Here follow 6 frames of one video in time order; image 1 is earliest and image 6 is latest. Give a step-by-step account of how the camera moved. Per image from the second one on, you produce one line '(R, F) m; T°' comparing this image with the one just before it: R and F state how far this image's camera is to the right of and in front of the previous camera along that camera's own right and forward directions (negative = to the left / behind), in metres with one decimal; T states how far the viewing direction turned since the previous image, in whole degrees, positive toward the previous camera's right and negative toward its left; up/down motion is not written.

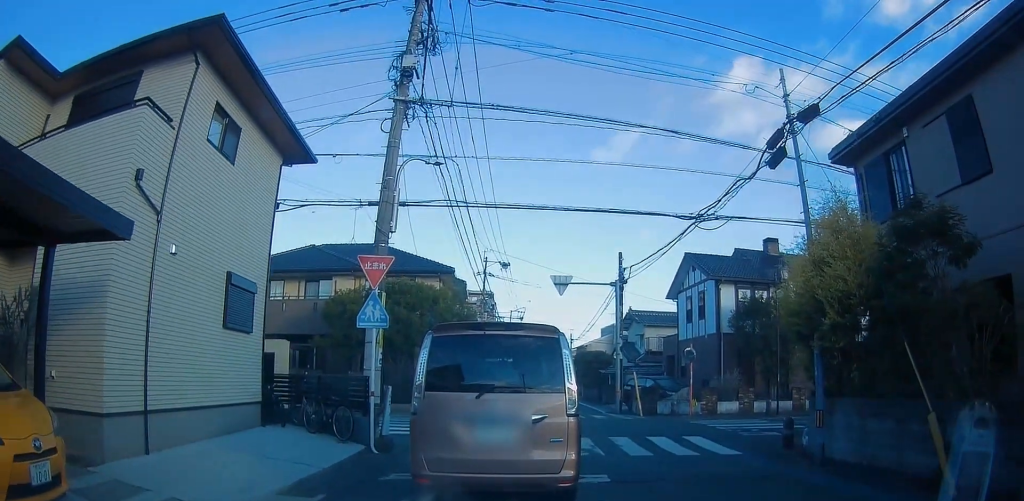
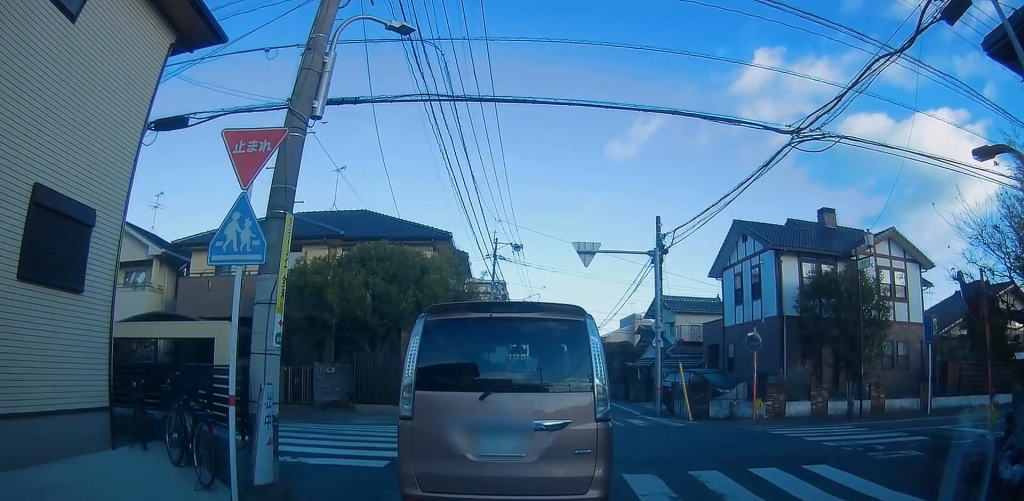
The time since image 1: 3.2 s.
(-0.2, +9.4) m; -6°
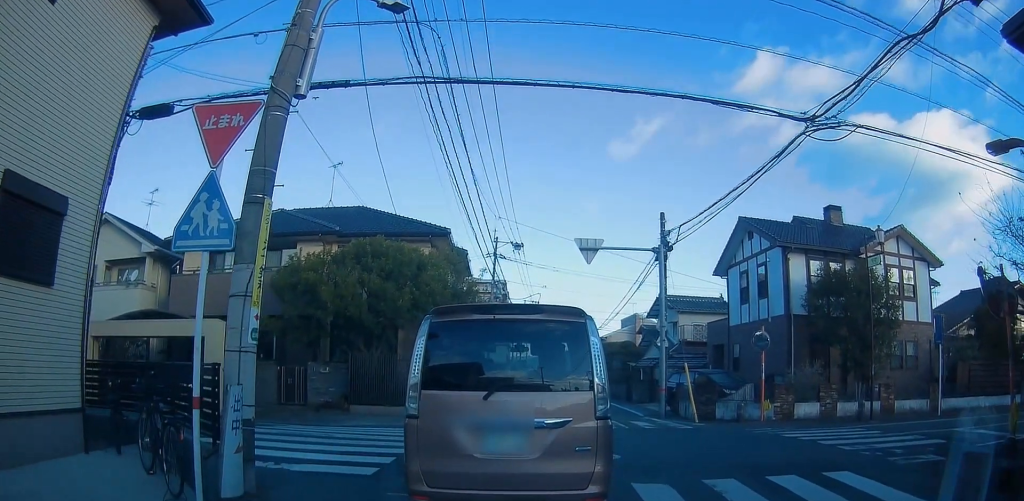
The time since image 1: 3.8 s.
(0.0, +2.0) m; -1°
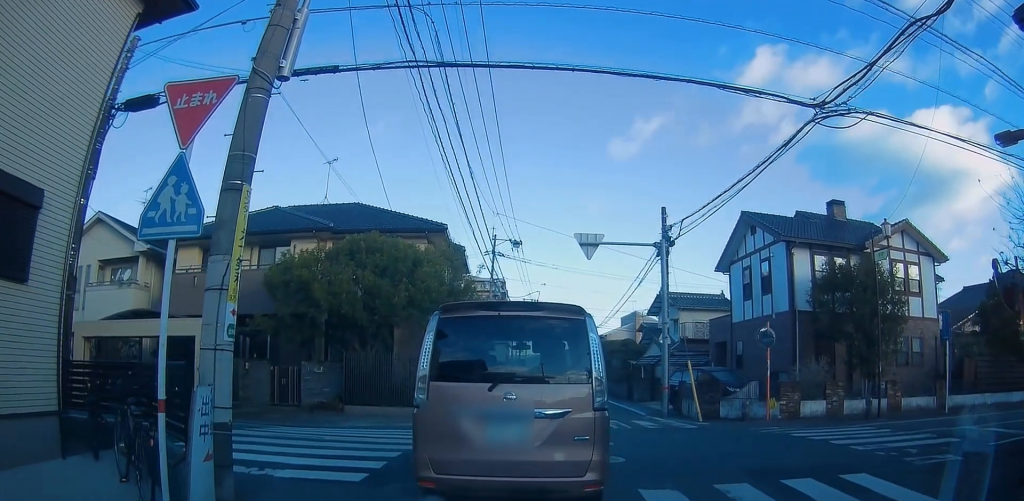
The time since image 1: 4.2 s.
(0.0, +1.4) m; -1°
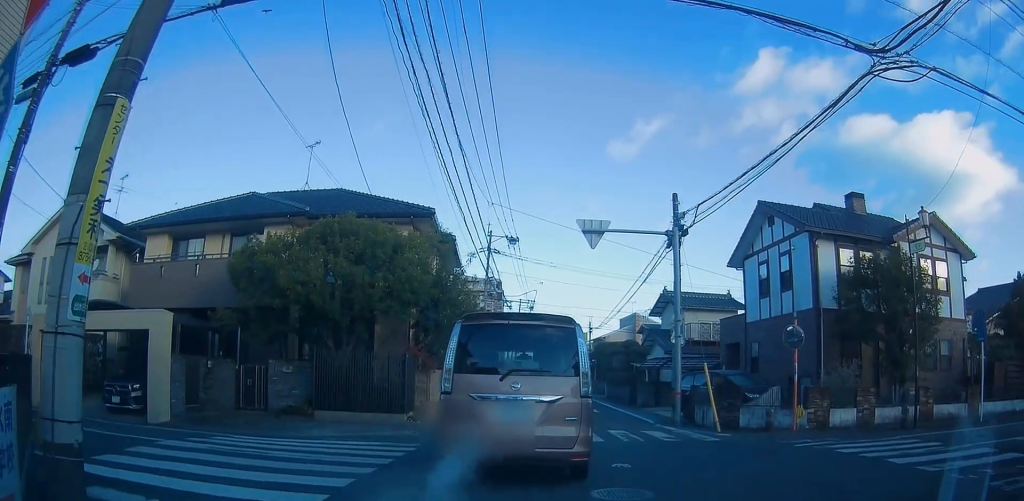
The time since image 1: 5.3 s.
(0.0, +4.5) m; 0°
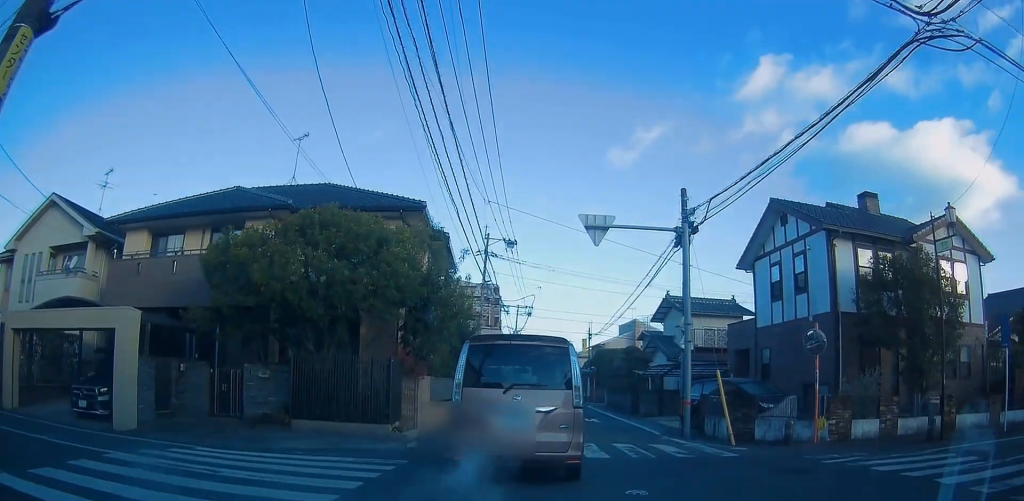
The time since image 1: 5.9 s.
(0.0, +2.5) m; -3°
